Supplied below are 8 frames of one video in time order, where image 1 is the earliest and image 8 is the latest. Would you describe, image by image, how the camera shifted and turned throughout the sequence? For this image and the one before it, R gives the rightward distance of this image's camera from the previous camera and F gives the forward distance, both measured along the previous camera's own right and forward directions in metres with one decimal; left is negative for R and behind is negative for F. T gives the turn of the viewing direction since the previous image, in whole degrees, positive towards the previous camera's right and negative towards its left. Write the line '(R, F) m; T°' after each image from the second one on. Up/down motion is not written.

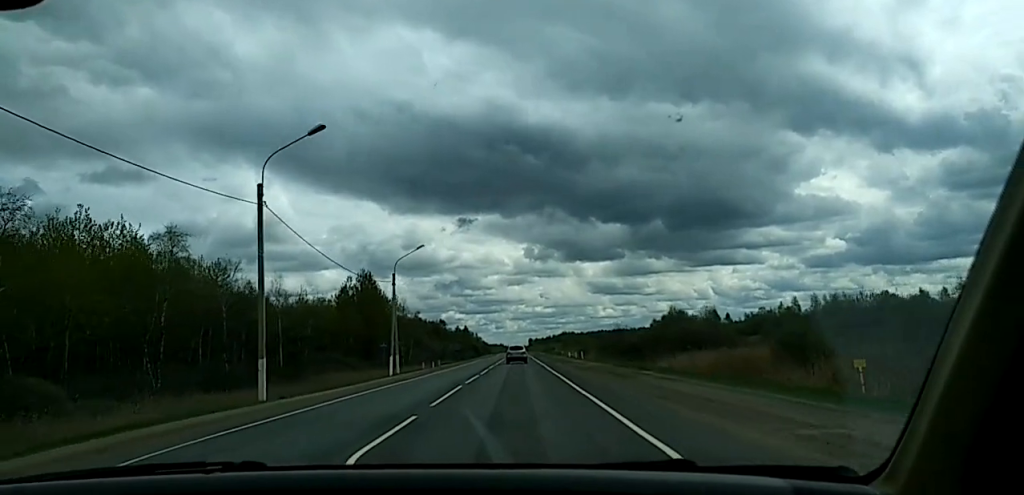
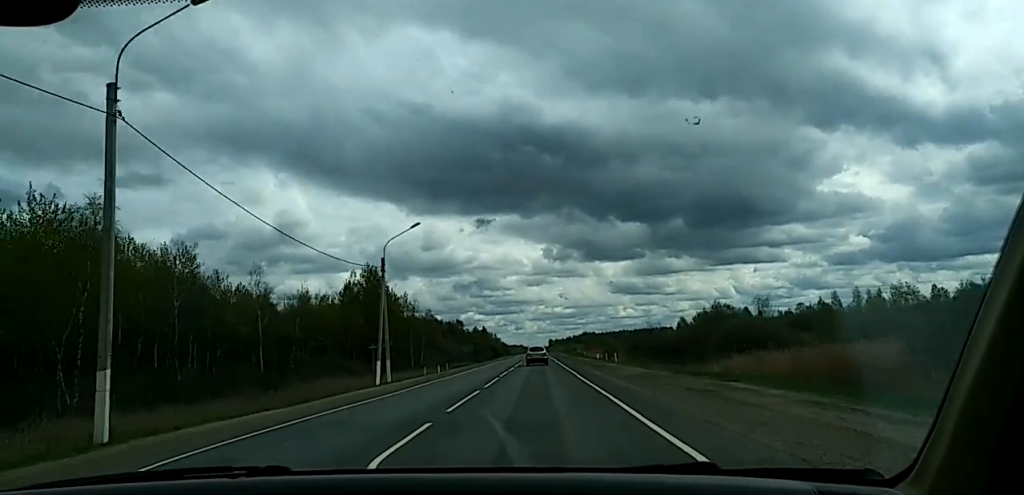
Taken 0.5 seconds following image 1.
(-0.1, +12.1) m; 0°
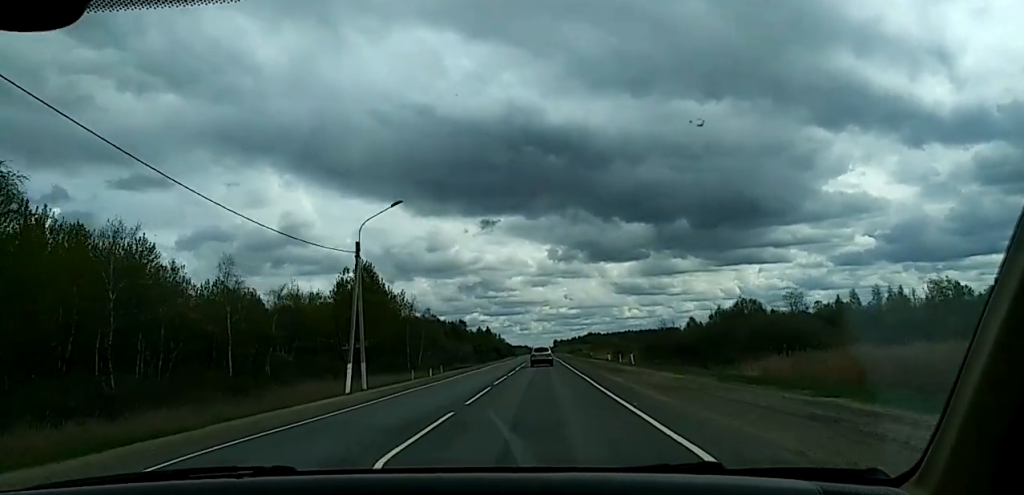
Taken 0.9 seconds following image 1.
(+0.1, +9.2) m; +1°
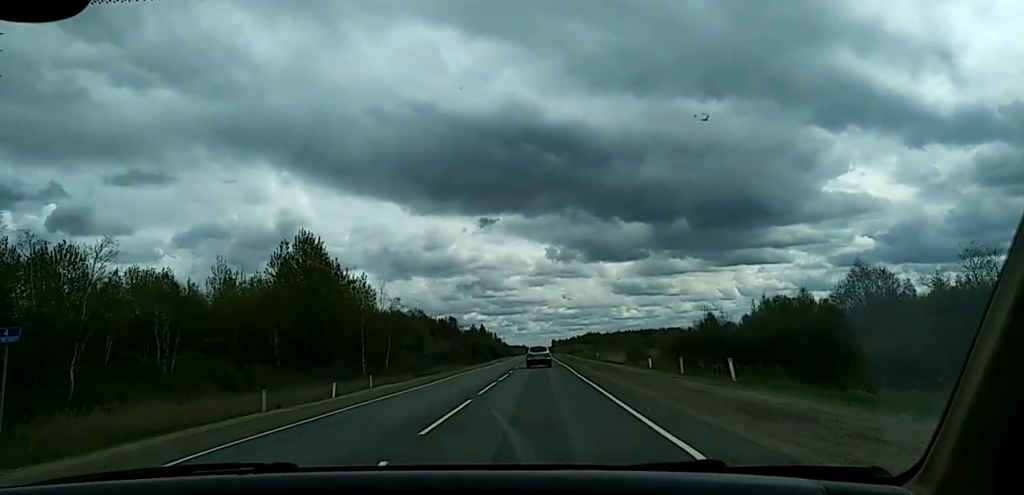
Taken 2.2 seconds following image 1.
(+0.6, +29.9) m; +1°
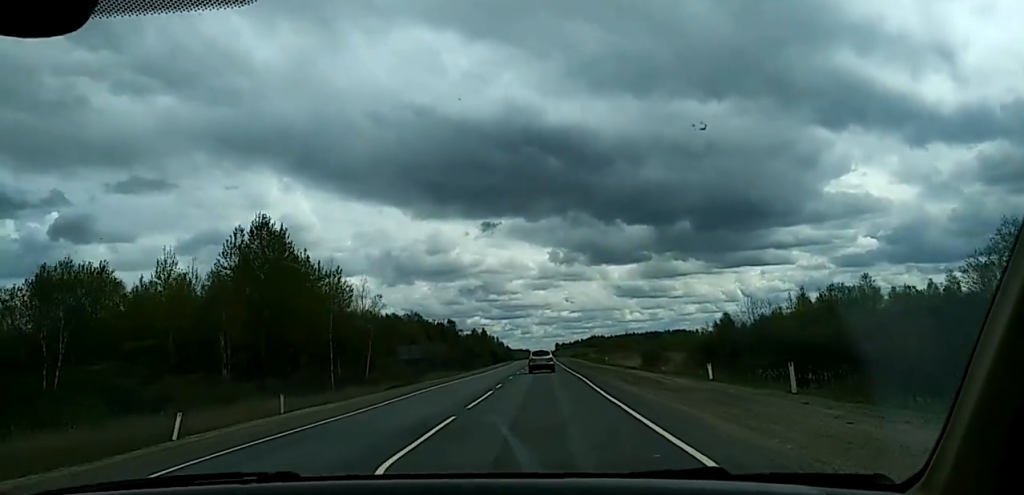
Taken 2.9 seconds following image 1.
(0.0, +16.9) m; -1°
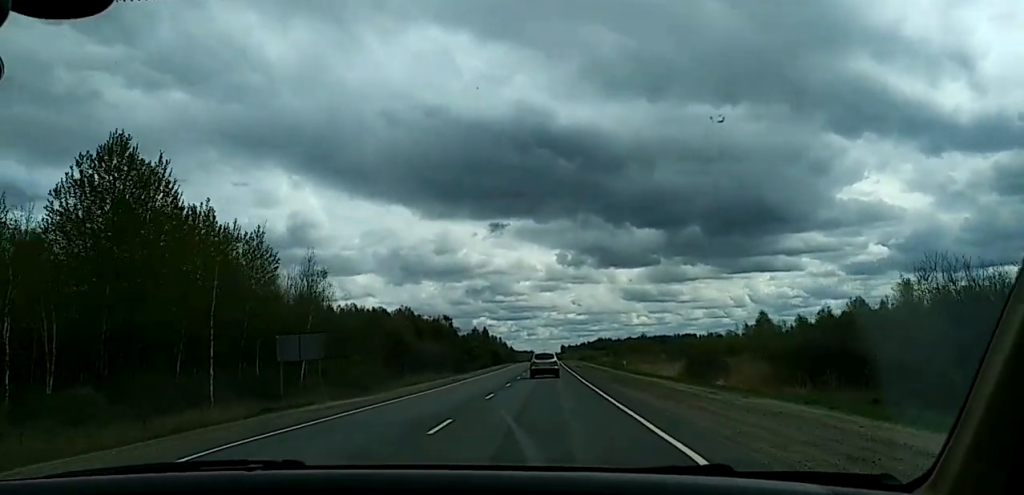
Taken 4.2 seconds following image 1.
(-0.7, +35.1) m; -1°
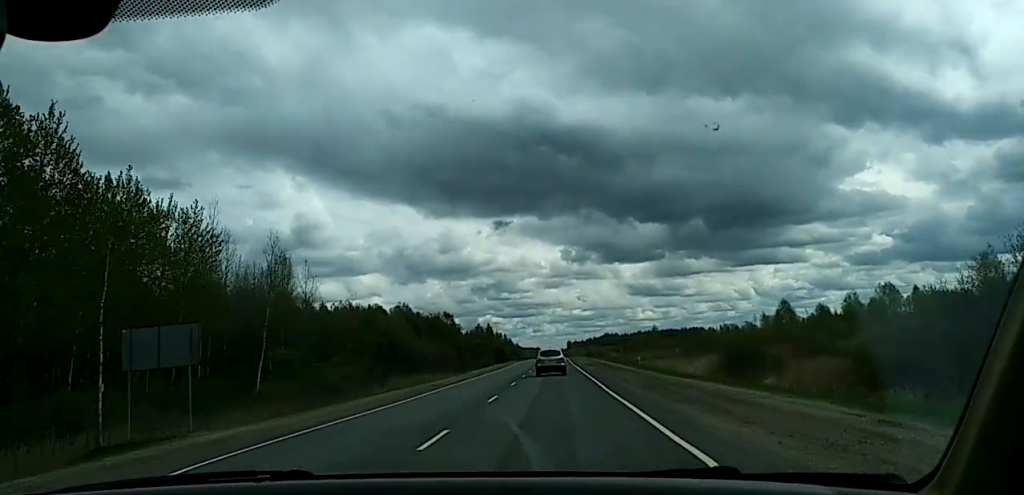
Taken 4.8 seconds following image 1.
(0.0, +19.1) m; 0°
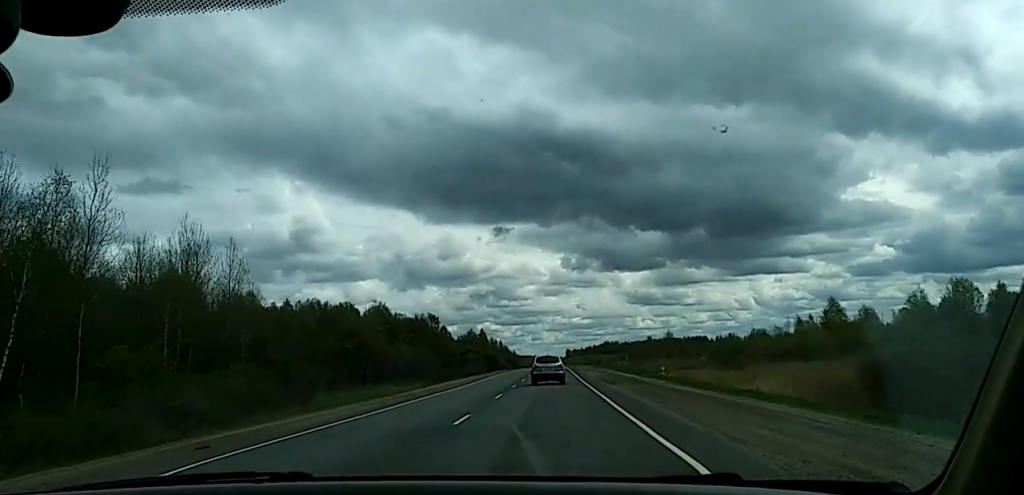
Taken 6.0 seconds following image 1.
(+0.5, +45.8) m; 0°
